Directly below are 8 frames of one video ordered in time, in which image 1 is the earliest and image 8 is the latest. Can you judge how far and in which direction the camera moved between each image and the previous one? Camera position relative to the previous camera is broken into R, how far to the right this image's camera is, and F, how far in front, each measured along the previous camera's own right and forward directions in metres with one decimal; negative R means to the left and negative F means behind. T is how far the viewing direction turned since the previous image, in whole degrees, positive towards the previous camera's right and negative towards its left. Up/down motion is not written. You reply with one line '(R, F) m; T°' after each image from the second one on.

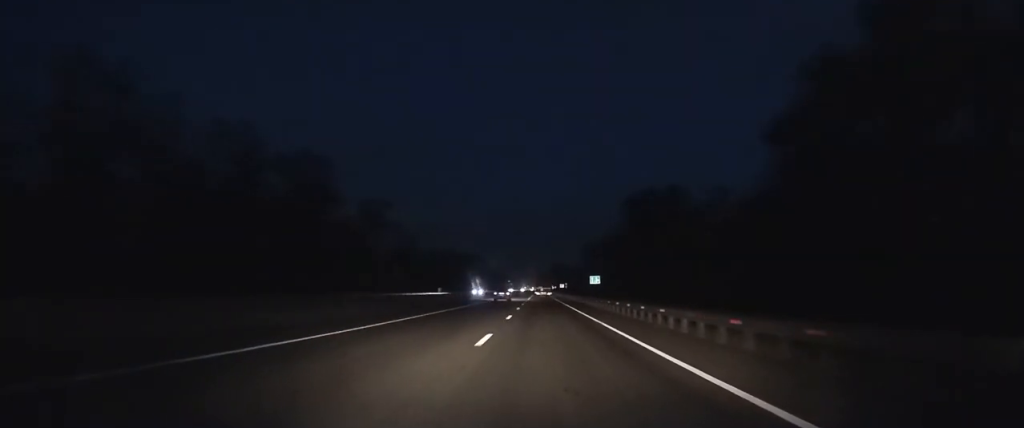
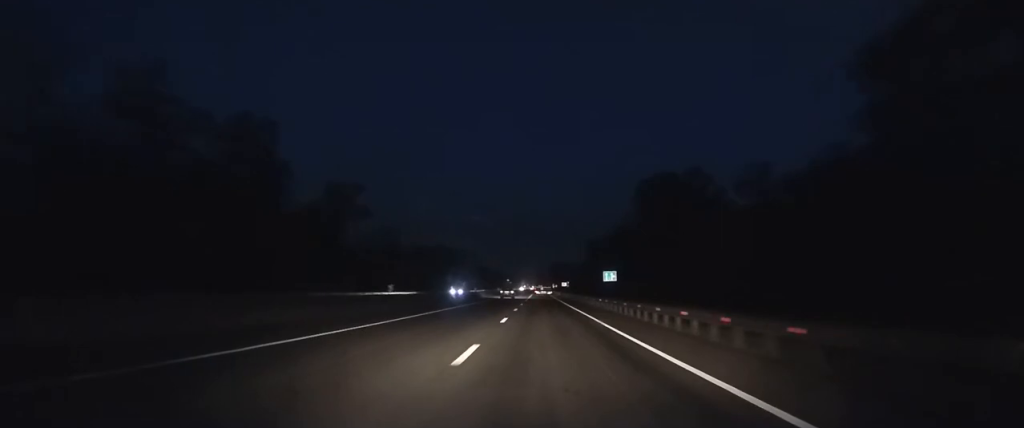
(0.0, +11.8) m; 0°
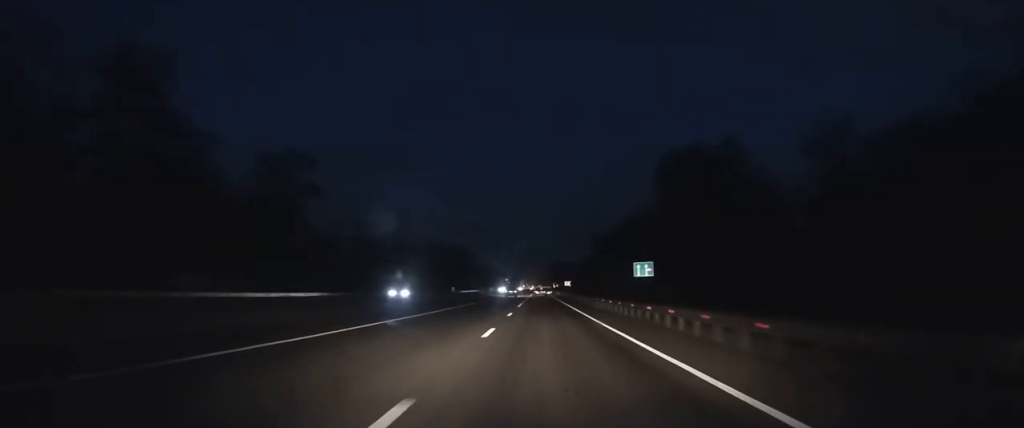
(0.0, +14.7) m; 0°
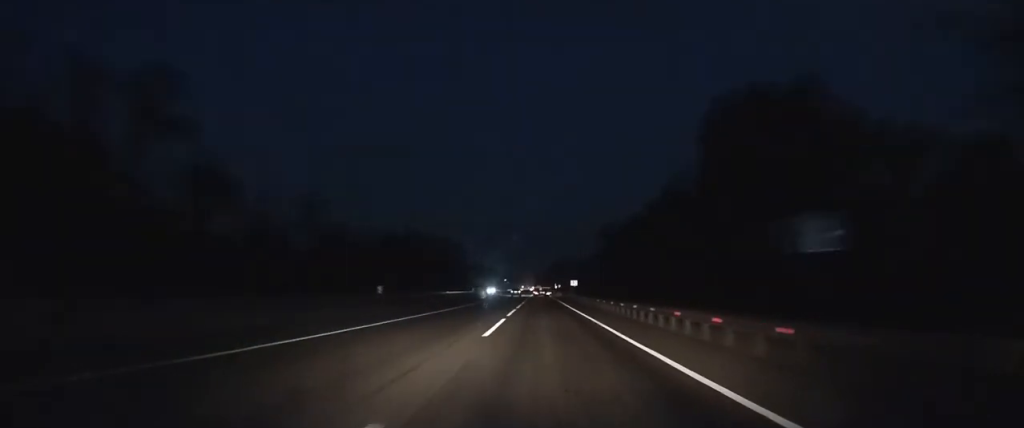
(0.0, +22.8) m; 0°
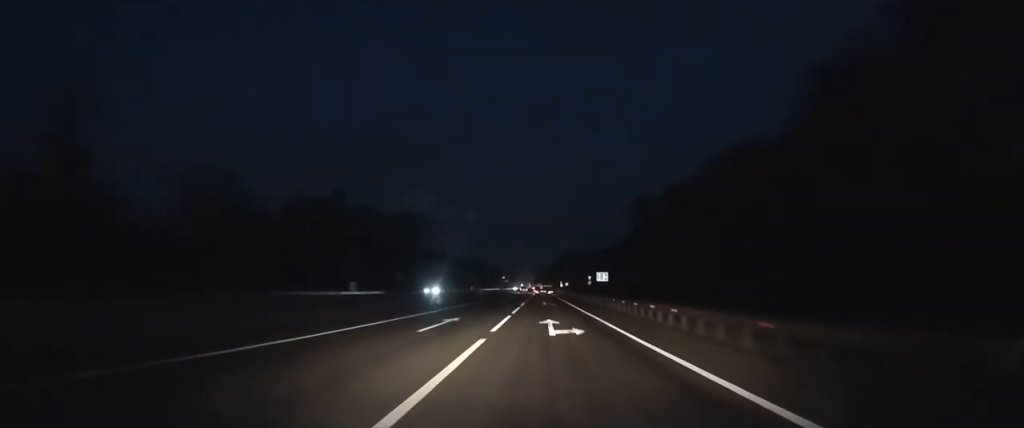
(-0.2, +54.7) m; 0°
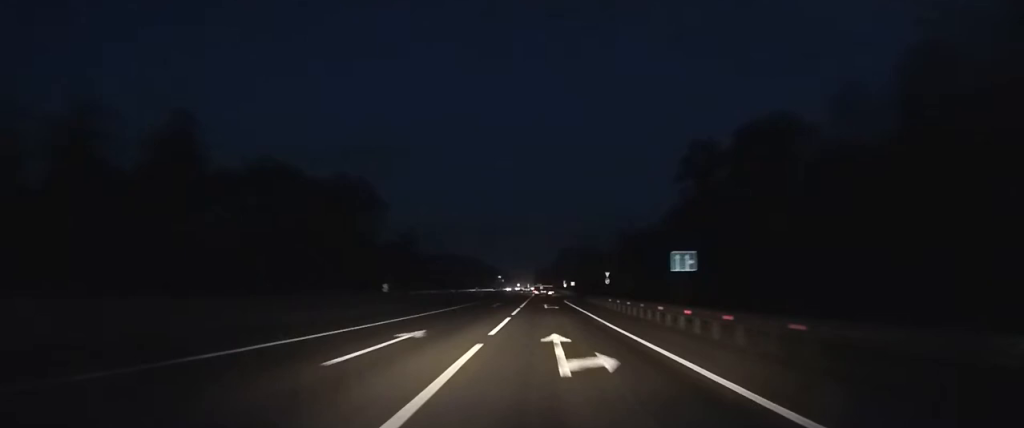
(-0.1, +43.1) m; 0°
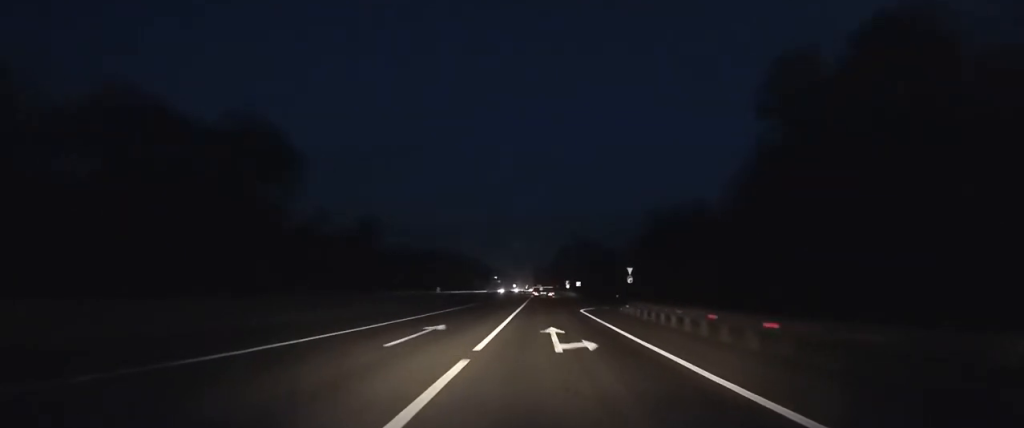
(-0.1, +27.8) m; 0°
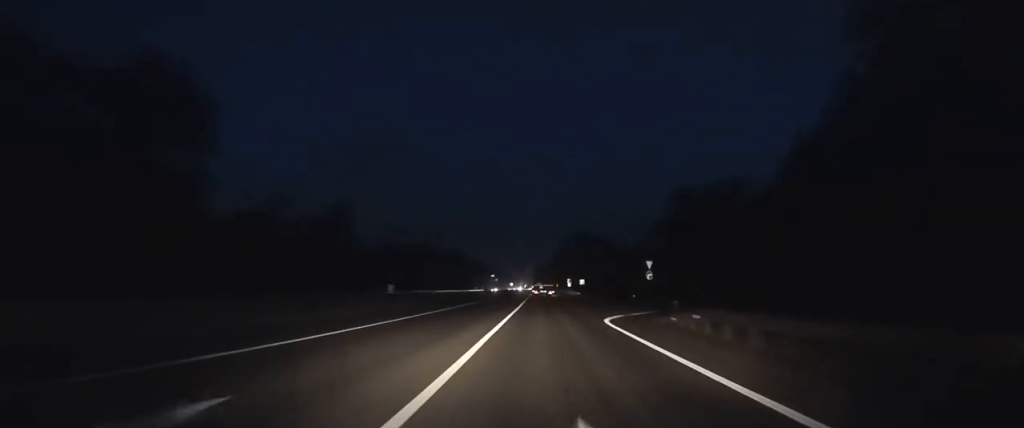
(0.0, +13.7) m; 0°
